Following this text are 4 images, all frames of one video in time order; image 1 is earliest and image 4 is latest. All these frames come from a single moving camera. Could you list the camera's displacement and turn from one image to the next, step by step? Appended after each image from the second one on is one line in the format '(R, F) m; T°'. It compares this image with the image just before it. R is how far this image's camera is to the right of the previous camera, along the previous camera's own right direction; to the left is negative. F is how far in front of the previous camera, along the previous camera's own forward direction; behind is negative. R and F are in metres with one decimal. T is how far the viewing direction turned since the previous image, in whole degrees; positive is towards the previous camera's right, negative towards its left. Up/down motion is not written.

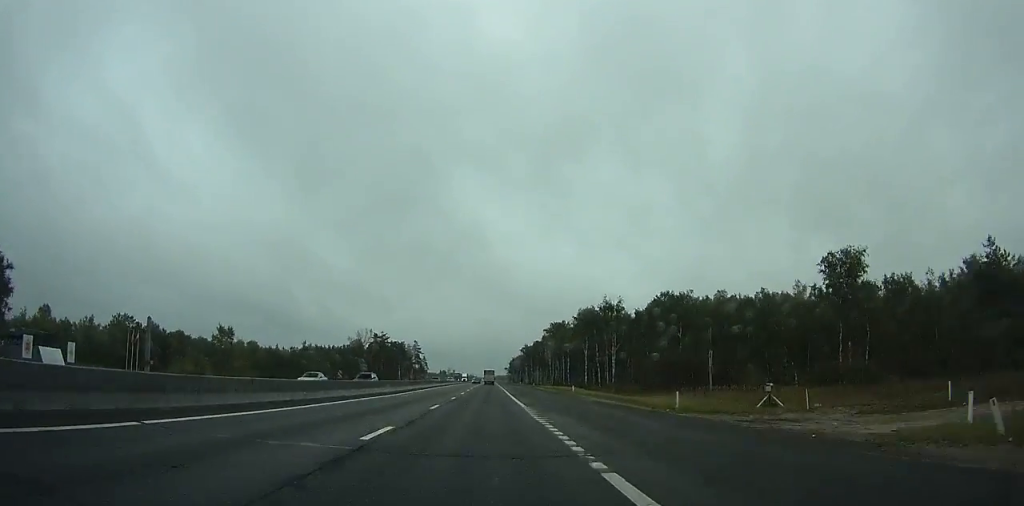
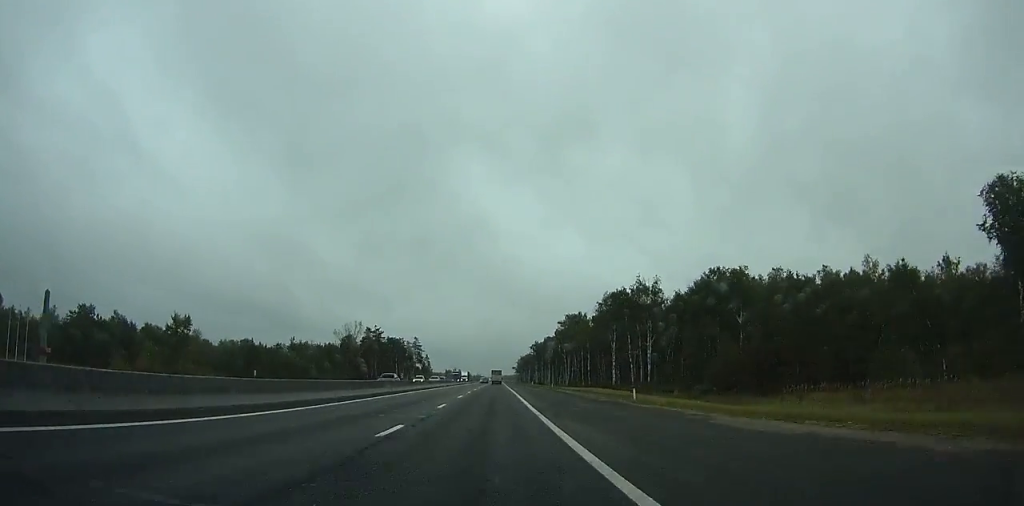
(0.0, +24.6) m; 0°
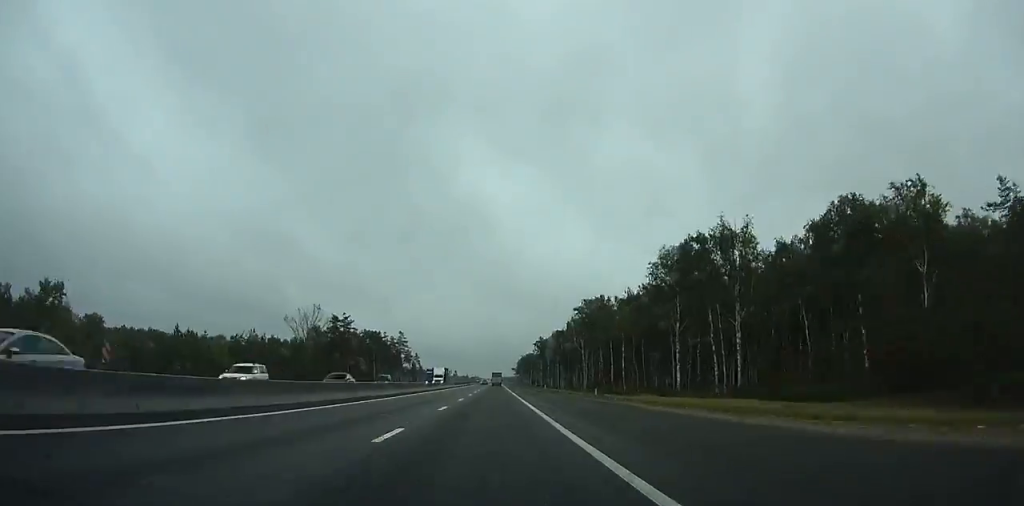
(-0.2, +38.3) m; 0°
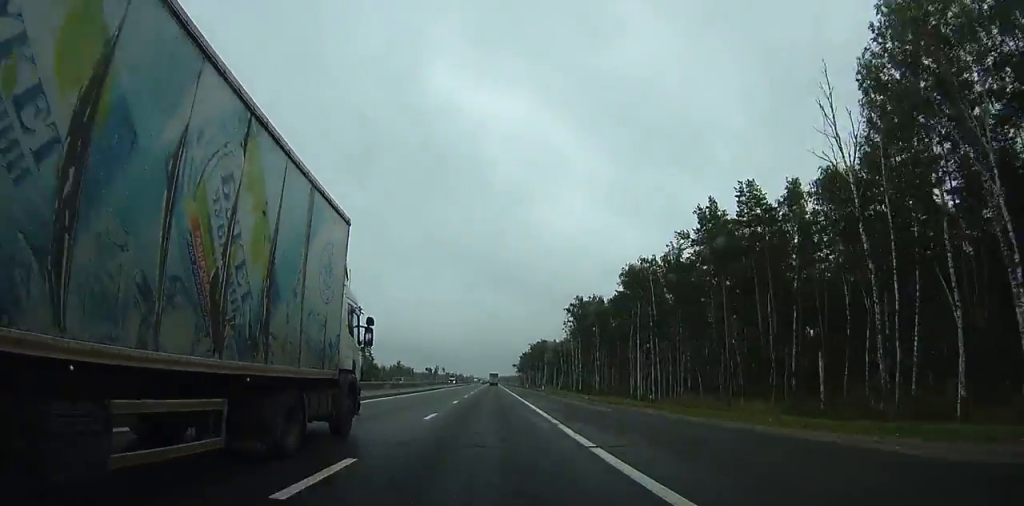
(+0.6, +113.5) m; +1°
